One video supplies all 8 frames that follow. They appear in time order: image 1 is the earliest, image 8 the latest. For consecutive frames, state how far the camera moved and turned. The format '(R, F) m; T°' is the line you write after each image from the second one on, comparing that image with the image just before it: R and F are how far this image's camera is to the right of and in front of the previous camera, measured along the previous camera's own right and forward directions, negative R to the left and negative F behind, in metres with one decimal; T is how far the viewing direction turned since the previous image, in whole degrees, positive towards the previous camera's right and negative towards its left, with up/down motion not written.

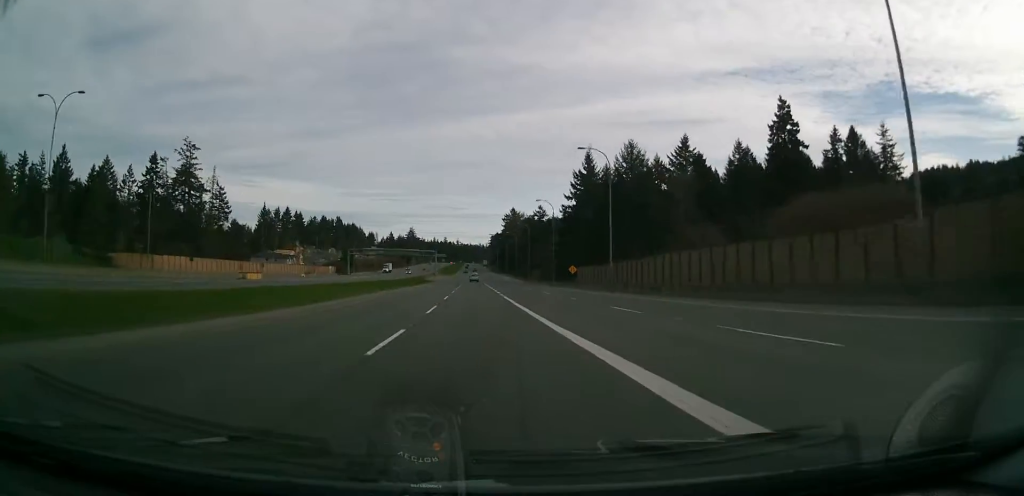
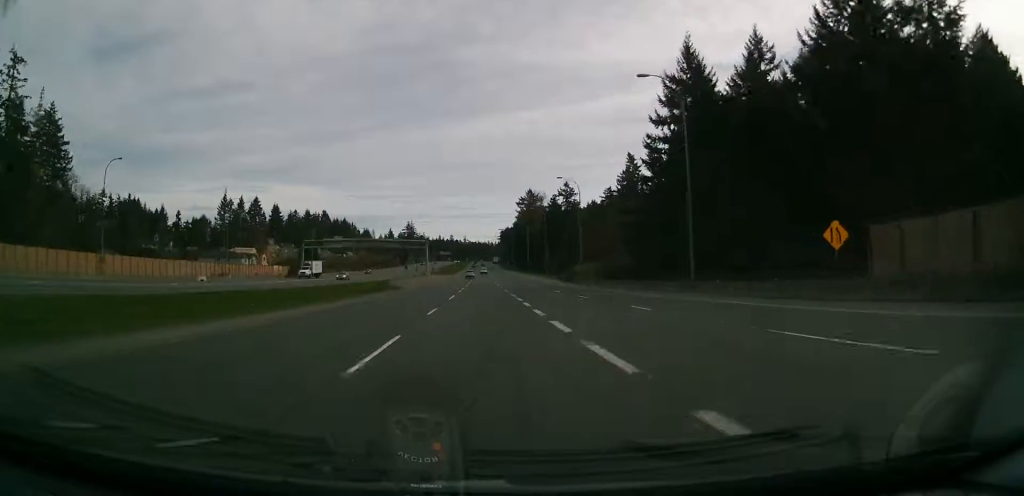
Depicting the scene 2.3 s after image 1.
(-0.6, +64.2) m; -2°
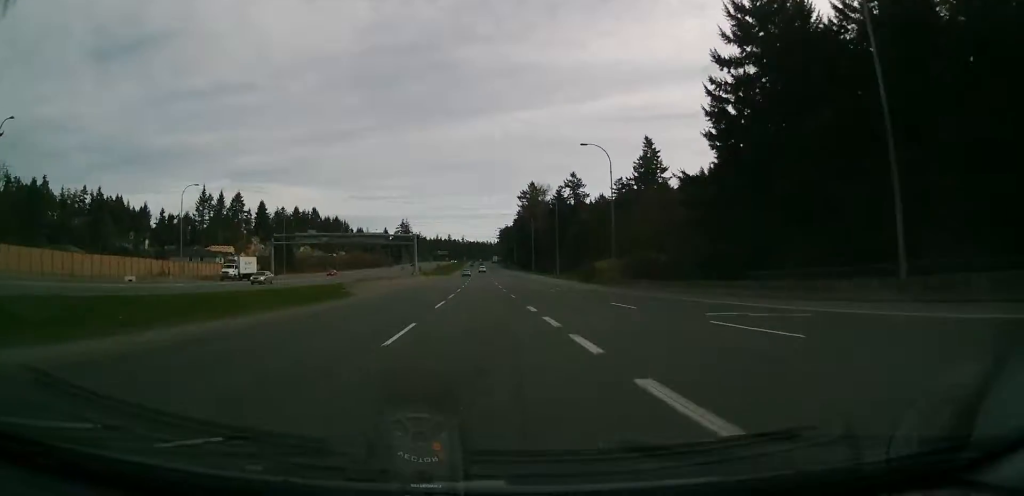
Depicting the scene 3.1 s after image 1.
(-0.2, +21.3) m; 0°
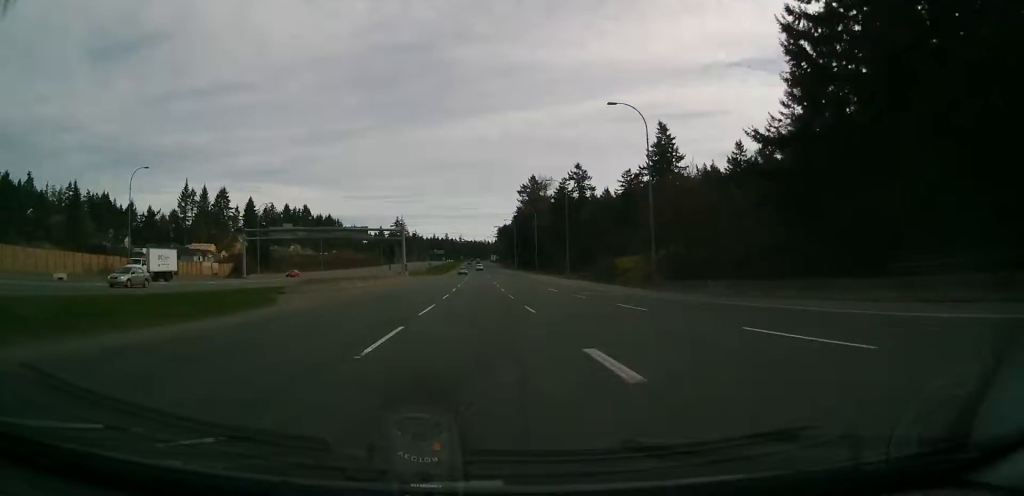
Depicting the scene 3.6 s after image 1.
(-0.1, +14.9) m; 0°
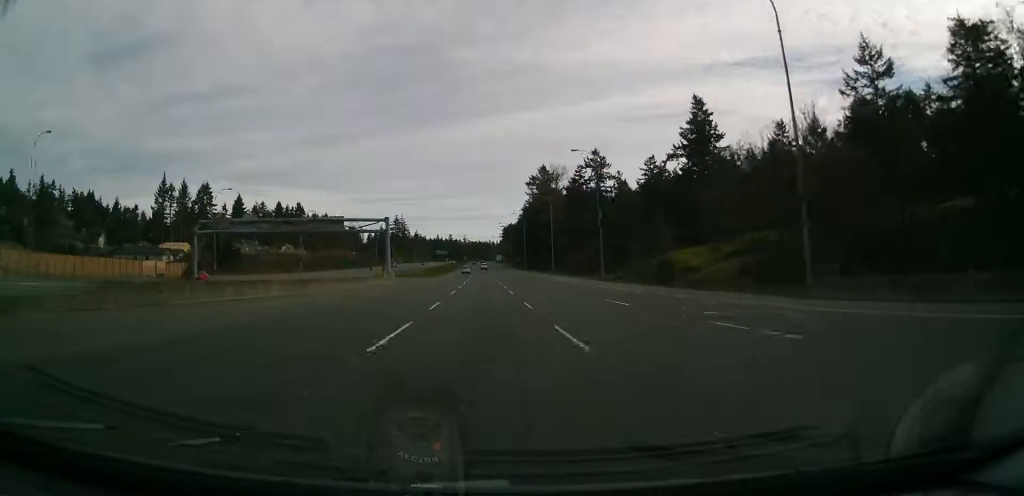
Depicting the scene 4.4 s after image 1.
(+0.2, +22.4) m; 0°
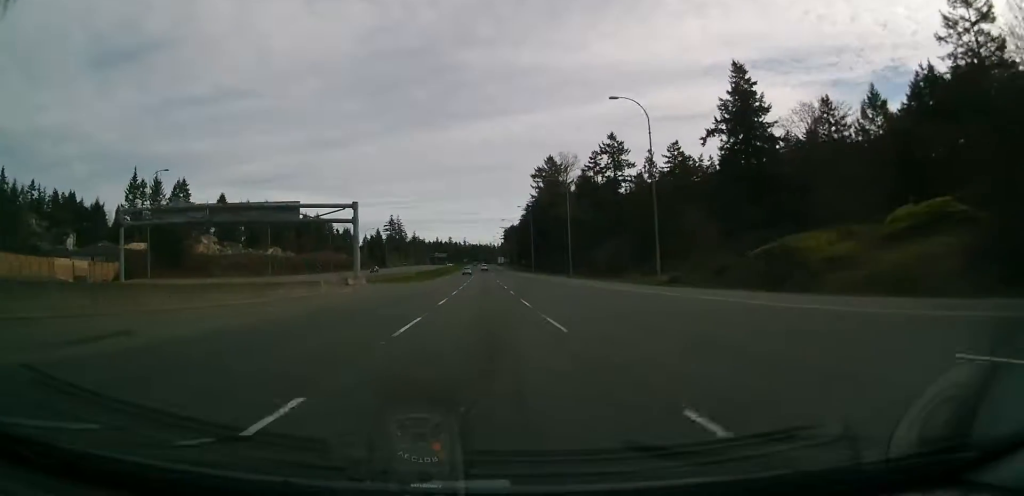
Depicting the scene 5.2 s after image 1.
(+0.1, +21.6) m; 0°
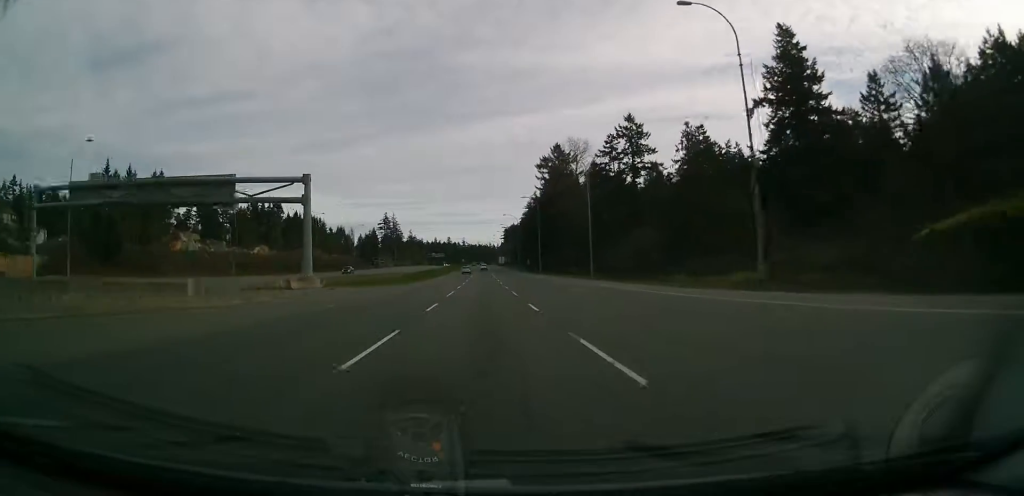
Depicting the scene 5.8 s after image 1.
(0.0, +17.8) m; 0°
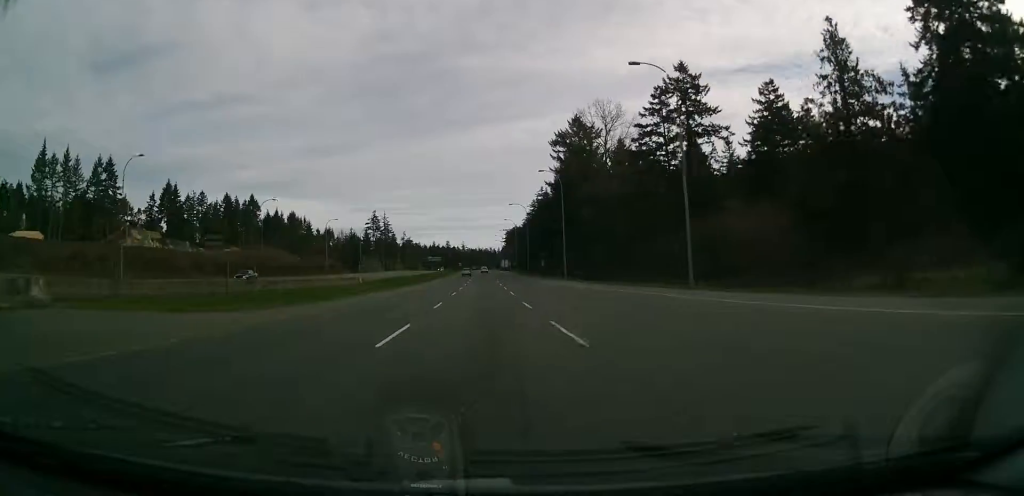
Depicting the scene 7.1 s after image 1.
(-0.1, +34.8) m; -1°
